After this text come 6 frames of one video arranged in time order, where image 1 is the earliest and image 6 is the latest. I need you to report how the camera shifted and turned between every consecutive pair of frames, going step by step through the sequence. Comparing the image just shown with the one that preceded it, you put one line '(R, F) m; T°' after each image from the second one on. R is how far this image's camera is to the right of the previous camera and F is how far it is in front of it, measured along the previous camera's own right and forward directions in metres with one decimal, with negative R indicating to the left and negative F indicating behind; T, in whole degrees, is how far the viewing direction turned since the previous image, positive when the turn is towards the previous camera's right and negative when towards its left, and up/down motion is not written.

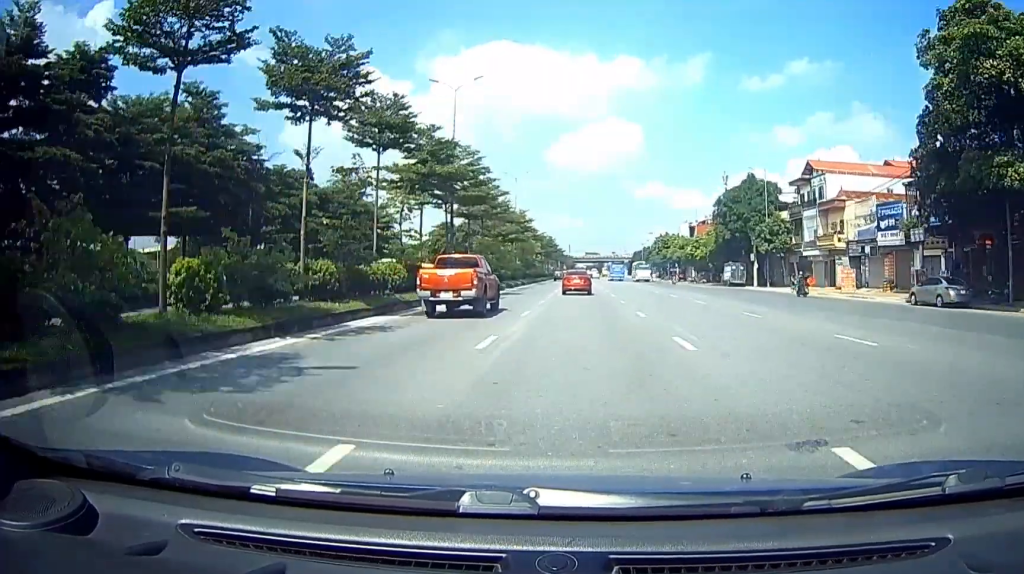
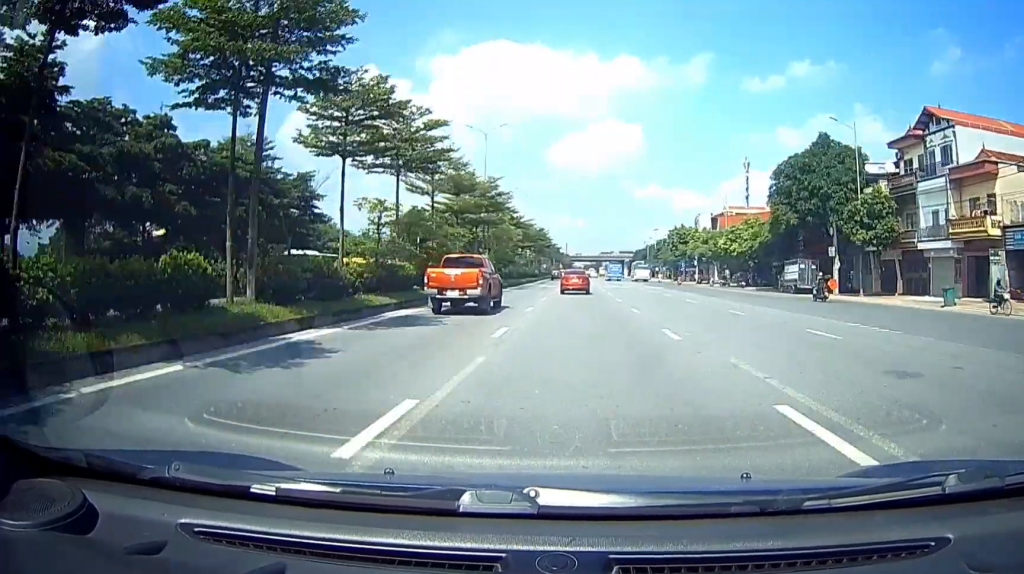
(+1.3, +24.3) m; +3°
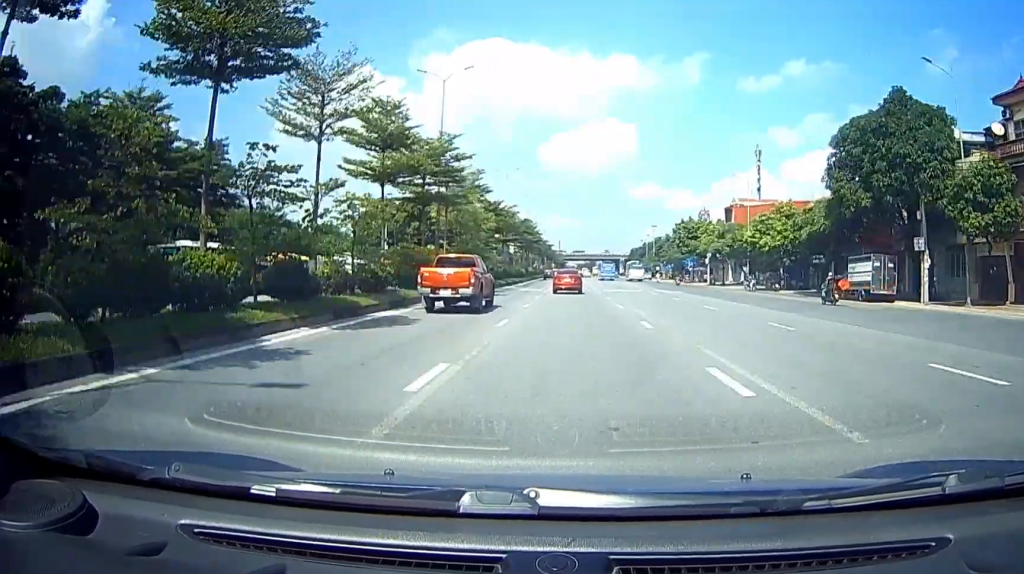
(0.0, +15.3) m; 0°
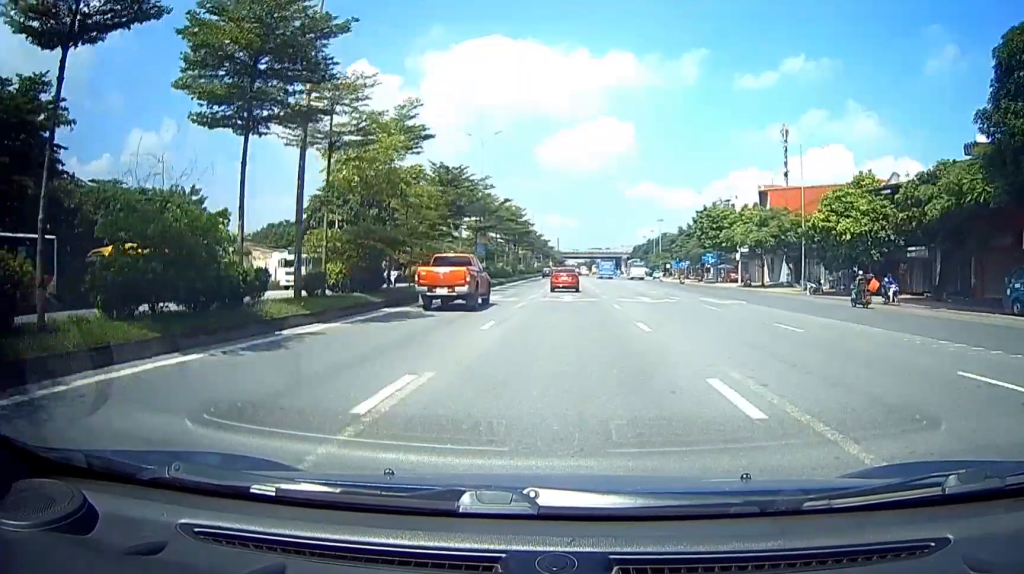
(0.0, +18.3) m; 0°
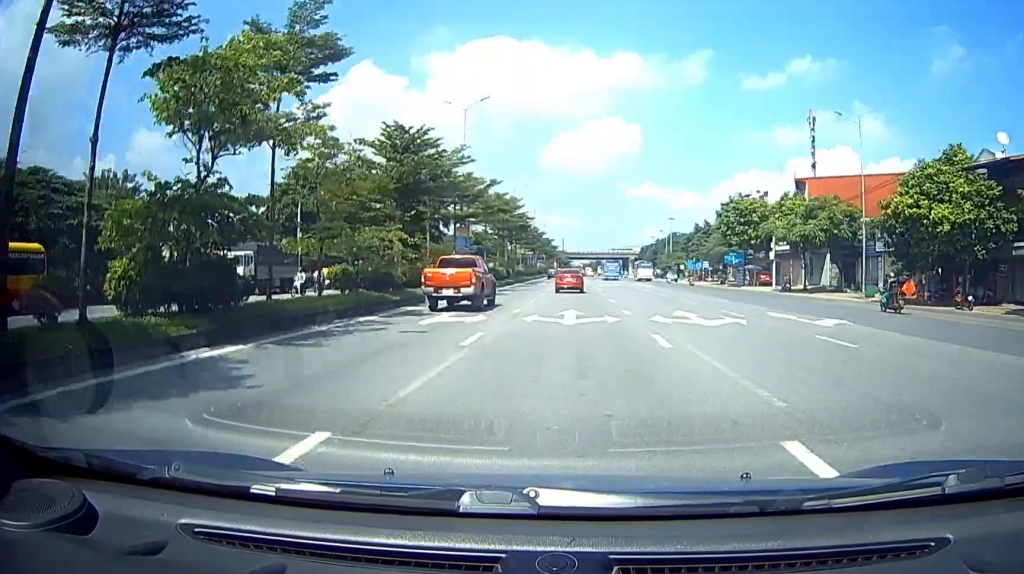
(0.0, +12.1) m; 0°
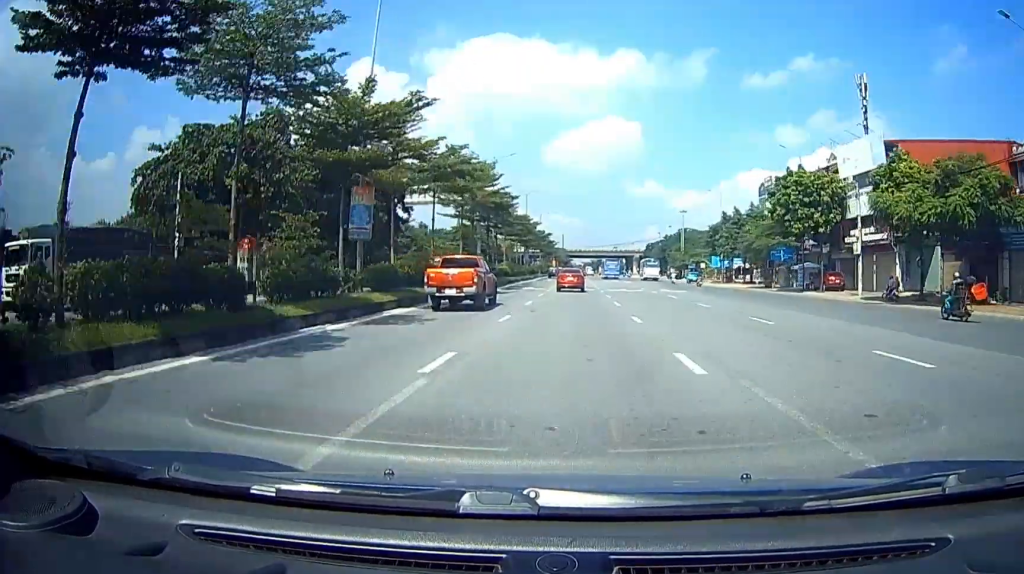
(0.0, +21.7) m; -2°
